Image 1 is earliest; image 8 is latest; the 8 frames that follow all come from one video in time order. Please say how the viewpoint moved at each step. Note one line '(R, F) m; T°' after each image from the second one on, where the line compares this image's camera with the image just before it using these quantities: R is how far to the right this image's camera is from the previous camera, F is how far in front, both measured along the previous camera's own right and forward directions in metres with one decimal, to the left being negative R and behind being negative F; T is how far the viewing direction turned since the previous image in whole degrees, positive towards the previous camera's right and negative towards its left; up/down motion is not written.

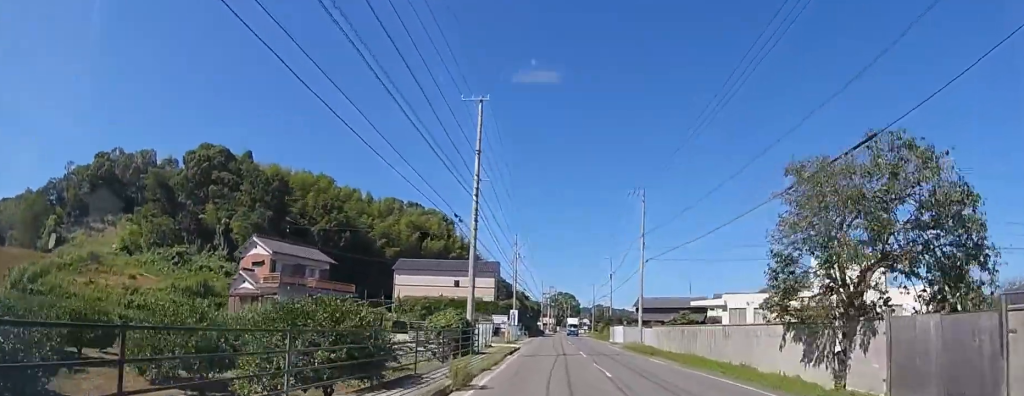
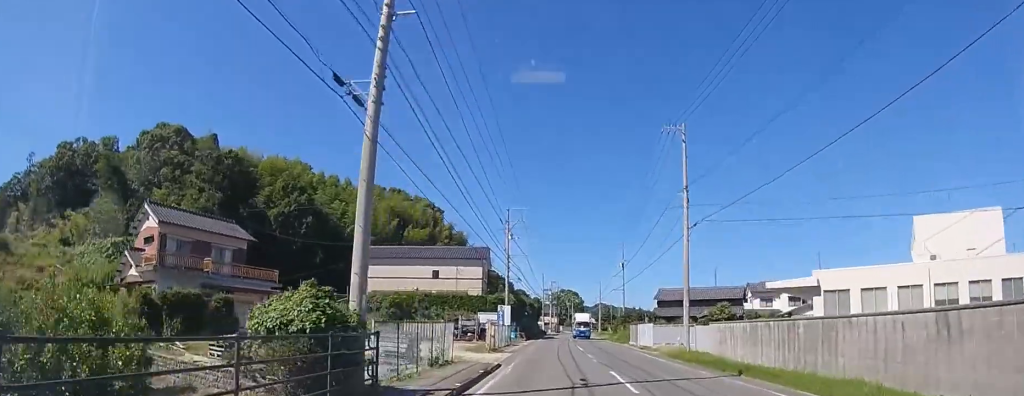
(0.0, +13.8) m; 0°
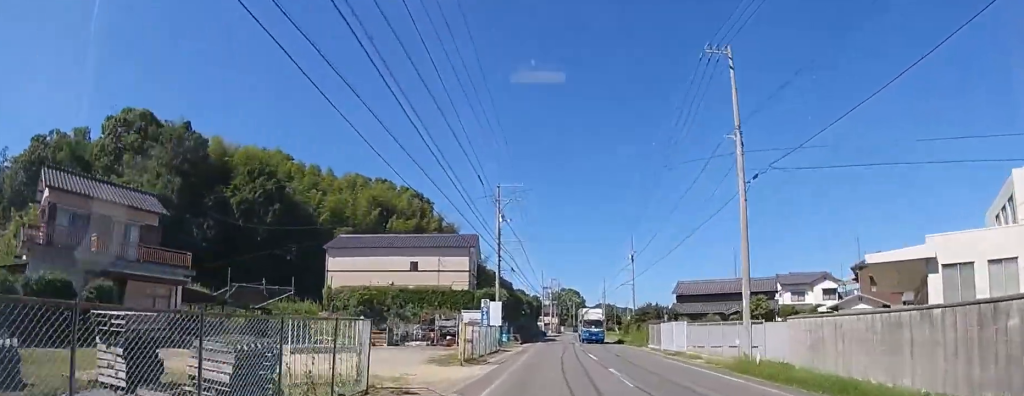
(0.0, +8.5) m; 0°
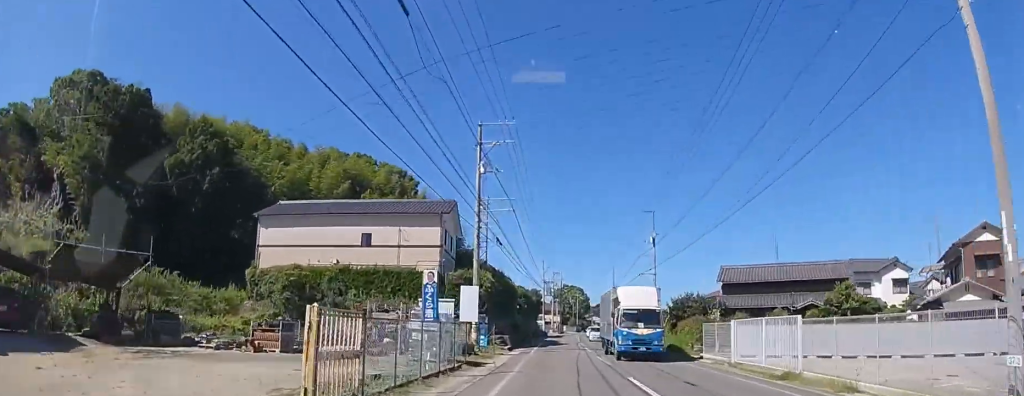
(0.0, +12.7) m; 0°
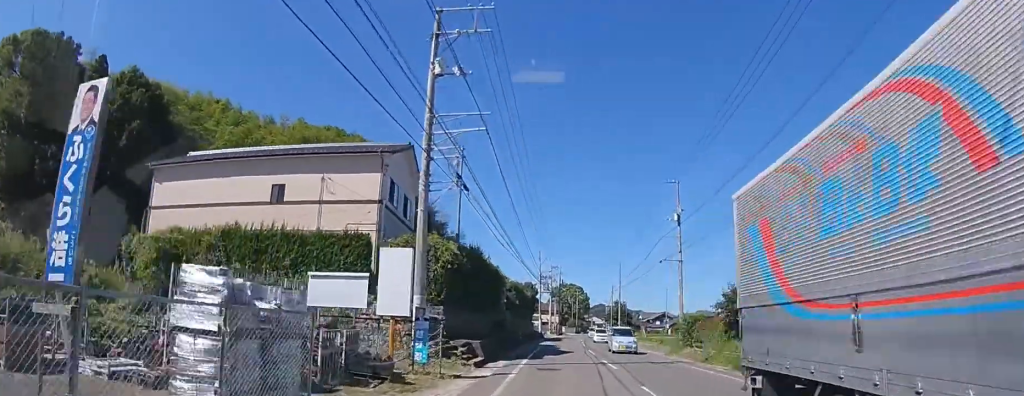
(0.0, +12.2) m; 0°
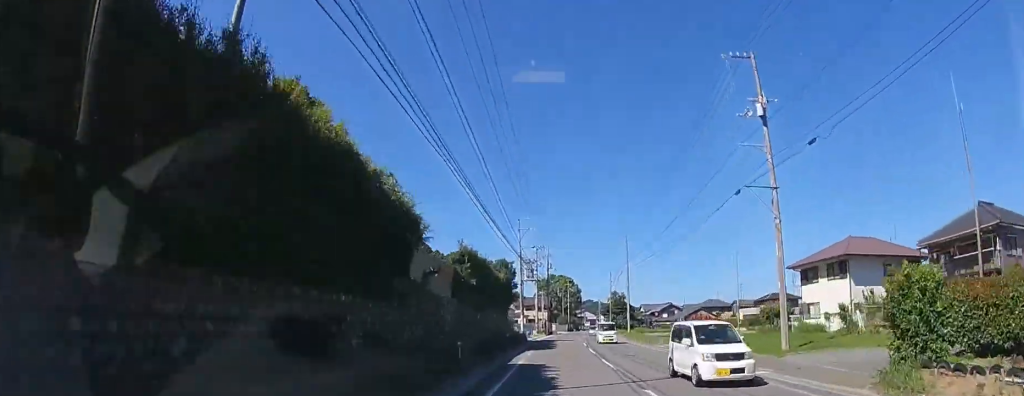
(+0.1, +21.2) m; +1°
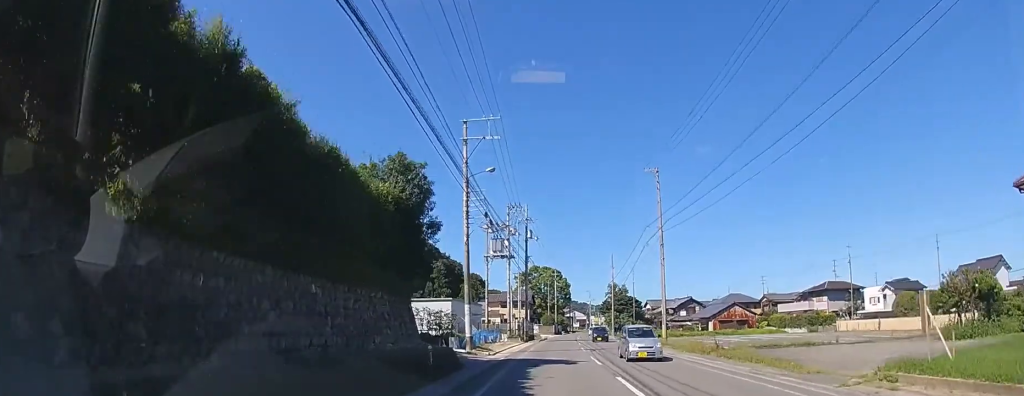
(+0.4, +27.1) m; +2°
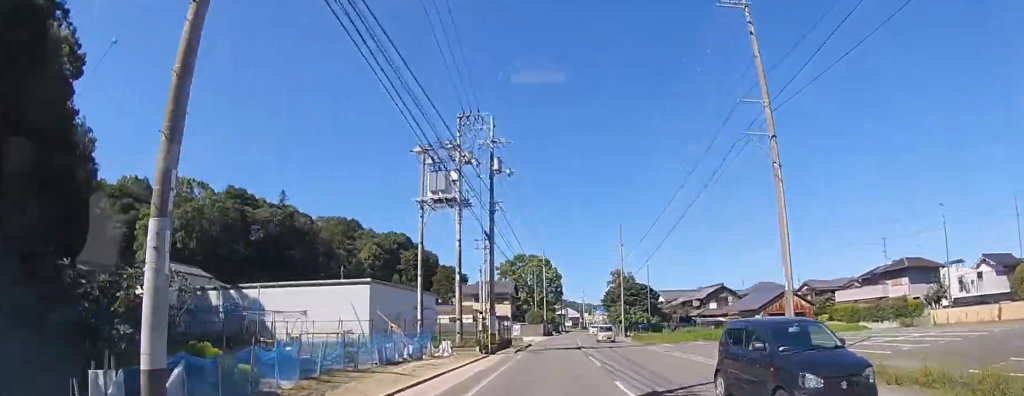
(+0.3, +21.2) m; +2°
